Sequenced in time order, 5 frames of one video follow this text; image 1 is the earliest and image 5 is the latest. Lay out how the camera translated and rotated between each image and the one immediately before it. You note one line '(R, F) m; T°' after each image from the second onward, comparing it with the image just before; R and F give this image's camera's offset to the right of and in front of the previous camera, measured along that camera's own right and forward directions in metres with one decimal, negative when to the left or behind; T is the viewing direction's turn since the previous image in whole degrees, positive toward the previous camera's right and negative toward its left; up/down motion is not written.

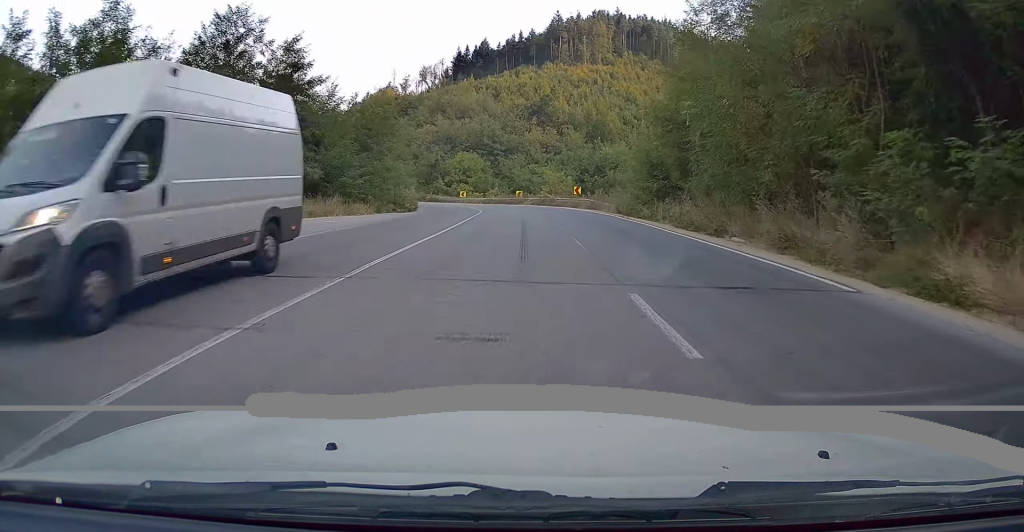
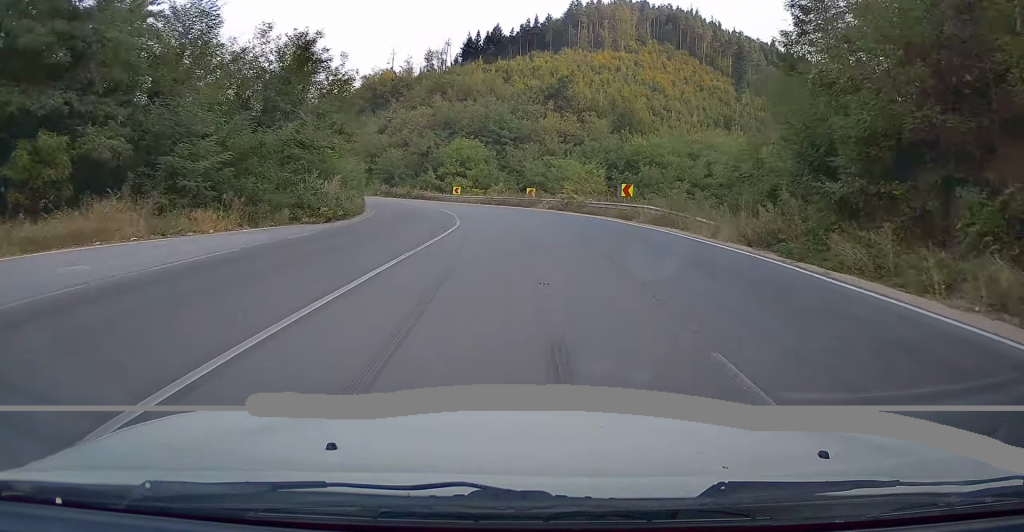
(0.0, +22.0) m; -1°
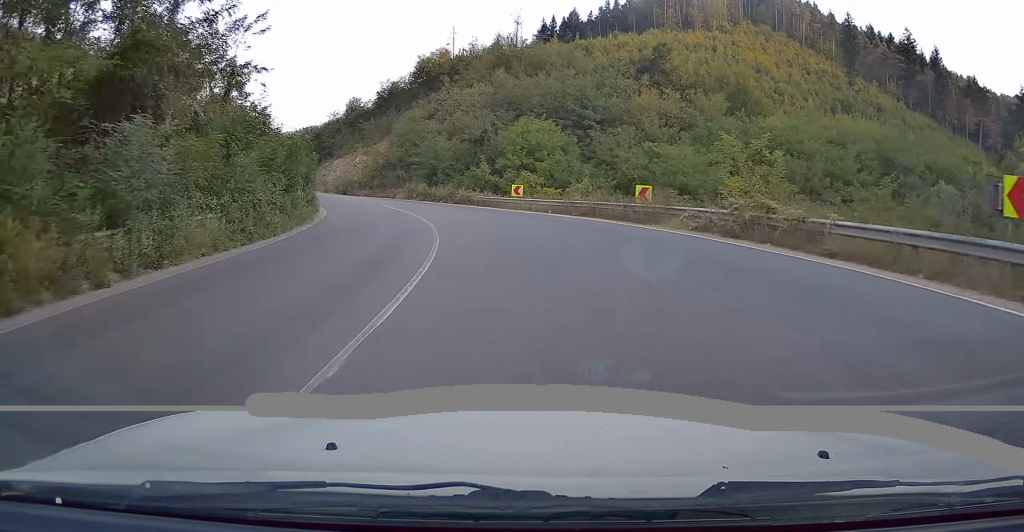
(-0.7, +25.2) m; -4°
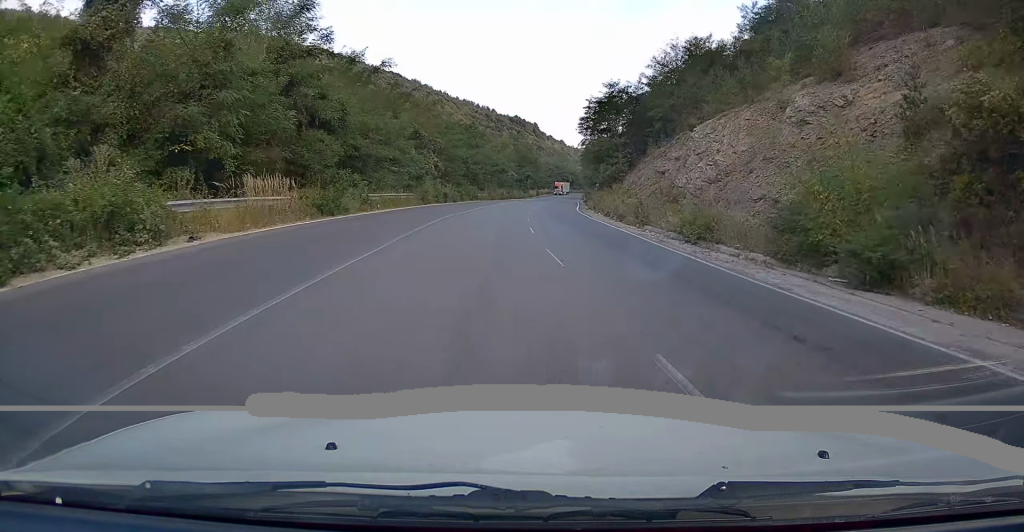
(-22.3, +78.3) m; -31°
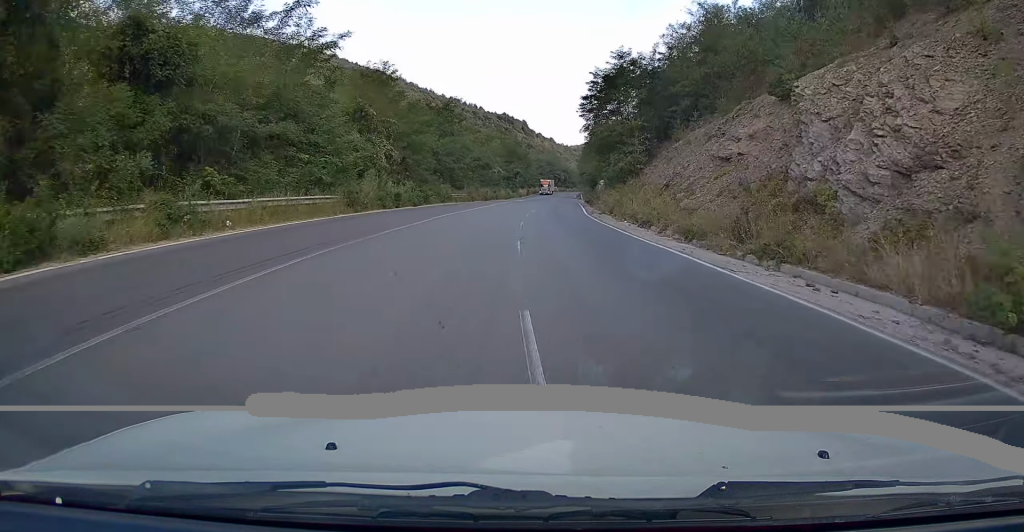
(-0.4, +16.4) m; -3°
